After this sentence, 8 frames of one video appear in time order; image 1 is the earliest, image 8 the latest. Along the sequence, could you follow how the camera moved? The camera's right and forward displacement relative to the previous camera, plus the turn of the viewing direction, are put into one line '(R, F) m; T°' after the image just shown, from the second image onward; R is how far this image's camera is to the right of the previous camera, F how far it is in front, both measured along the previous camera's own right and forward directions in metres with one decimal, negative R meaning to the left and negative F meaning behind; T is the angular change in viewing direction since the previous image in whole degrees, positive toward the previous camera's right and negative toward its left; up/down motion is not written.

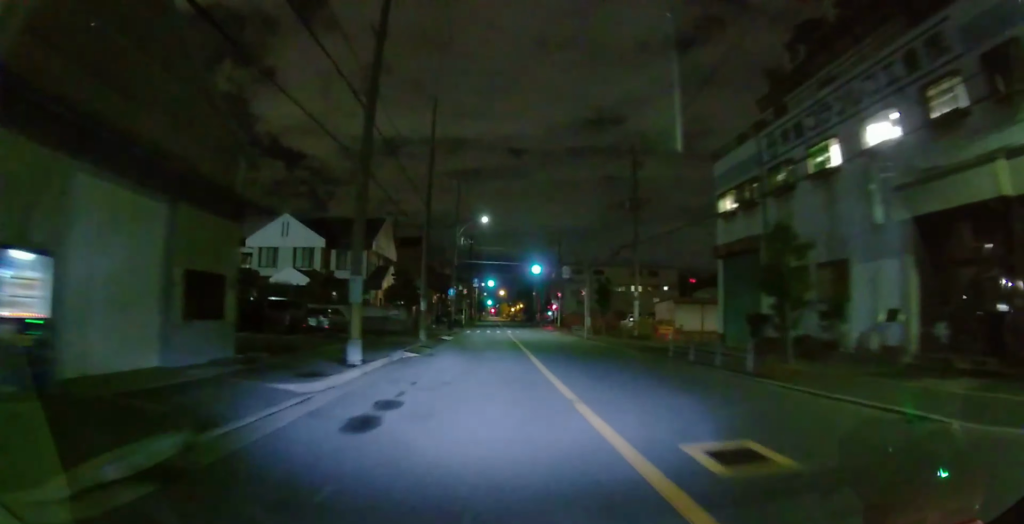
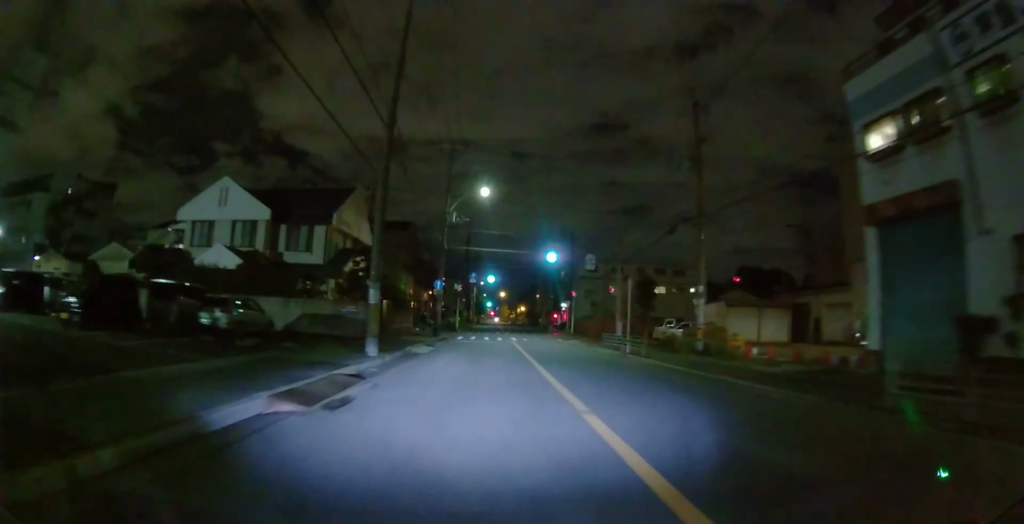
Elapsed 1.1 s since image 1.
(0.0, +11.4) m; 0°
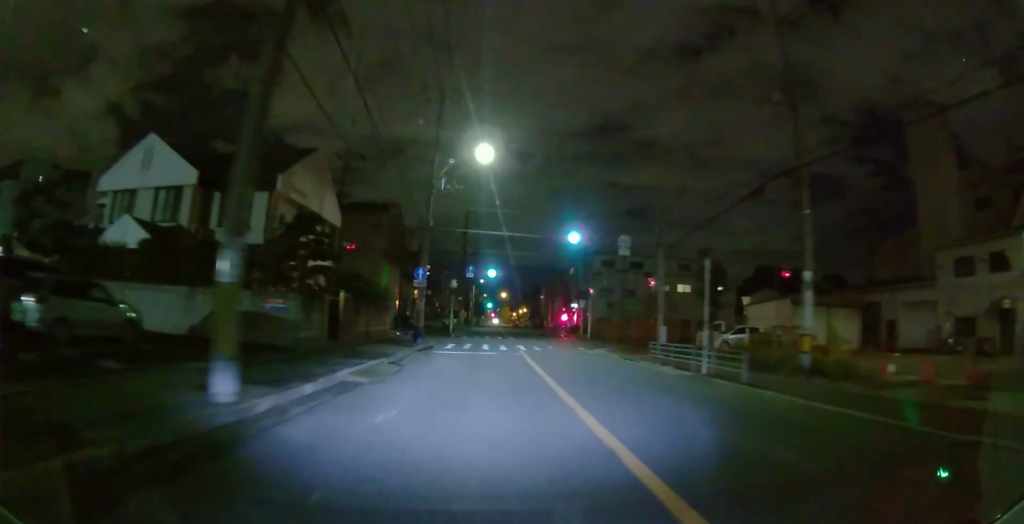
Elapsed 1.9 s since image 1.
(0.0, +8.9) m; 0°
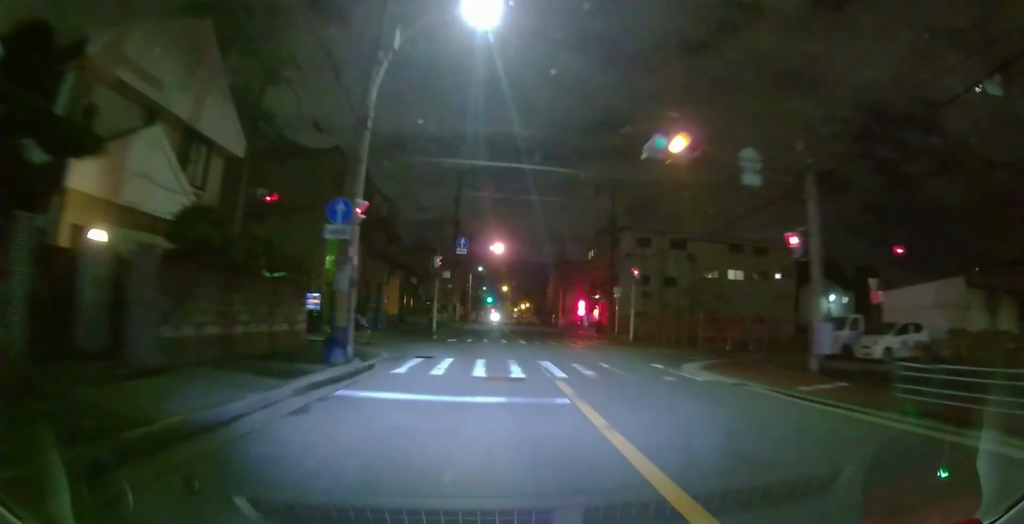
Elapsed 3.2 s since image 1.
(0.0, +13.9) m; 0°
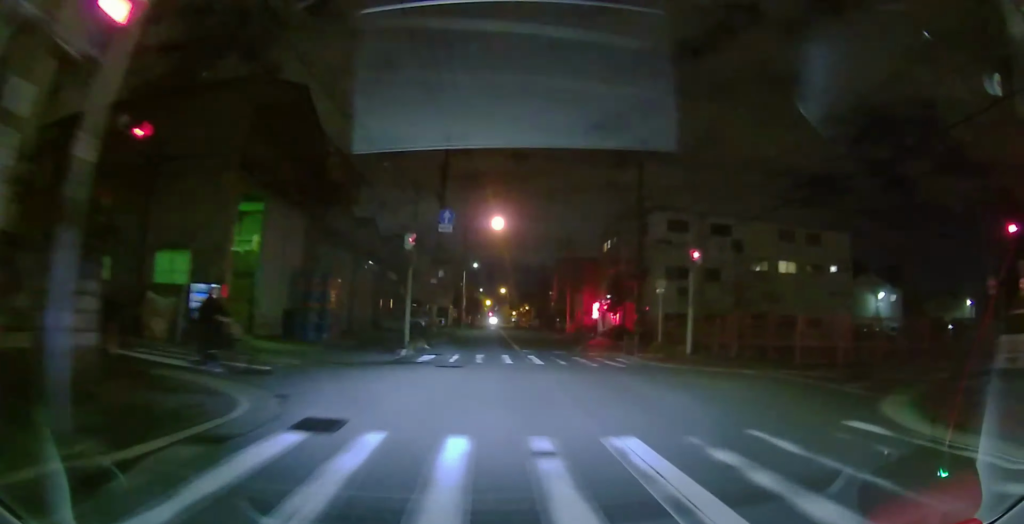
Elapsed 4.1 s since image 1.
(0.0, +9.7) m; -1°
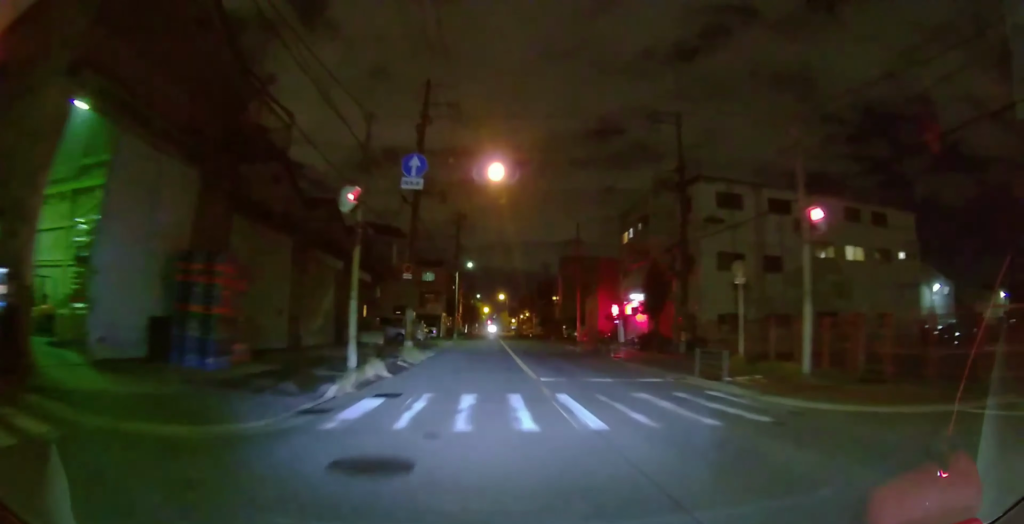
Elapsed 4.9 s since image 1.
(-0.1, +8.8) m; -2°
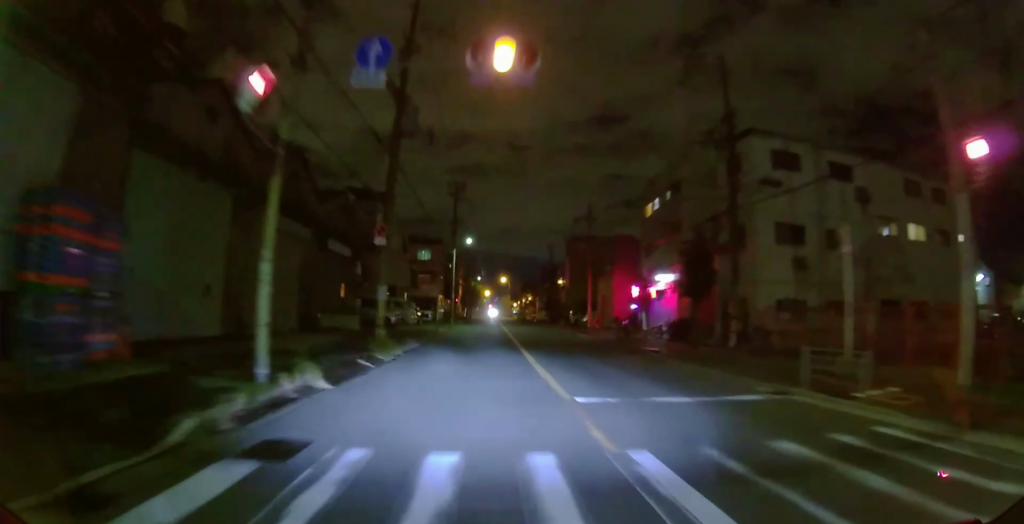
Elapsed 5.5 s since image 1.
(-0.1, +5.9) m; -1°
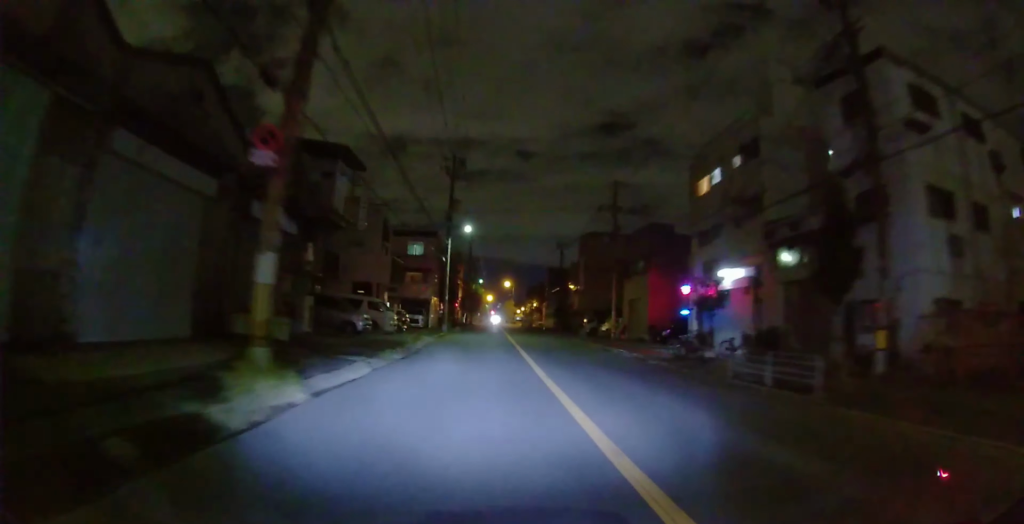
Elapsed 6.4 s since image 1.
(-0.2, +9.1) m; -1°
